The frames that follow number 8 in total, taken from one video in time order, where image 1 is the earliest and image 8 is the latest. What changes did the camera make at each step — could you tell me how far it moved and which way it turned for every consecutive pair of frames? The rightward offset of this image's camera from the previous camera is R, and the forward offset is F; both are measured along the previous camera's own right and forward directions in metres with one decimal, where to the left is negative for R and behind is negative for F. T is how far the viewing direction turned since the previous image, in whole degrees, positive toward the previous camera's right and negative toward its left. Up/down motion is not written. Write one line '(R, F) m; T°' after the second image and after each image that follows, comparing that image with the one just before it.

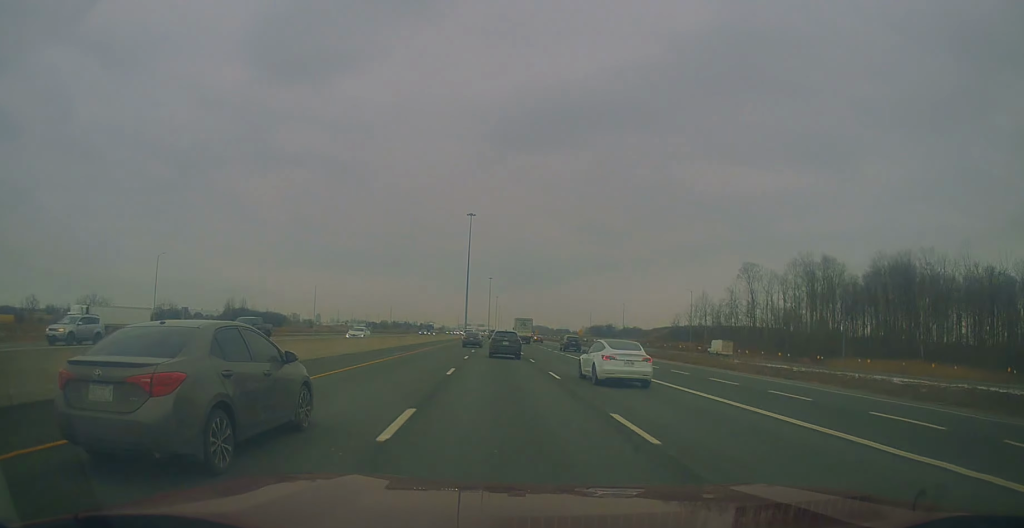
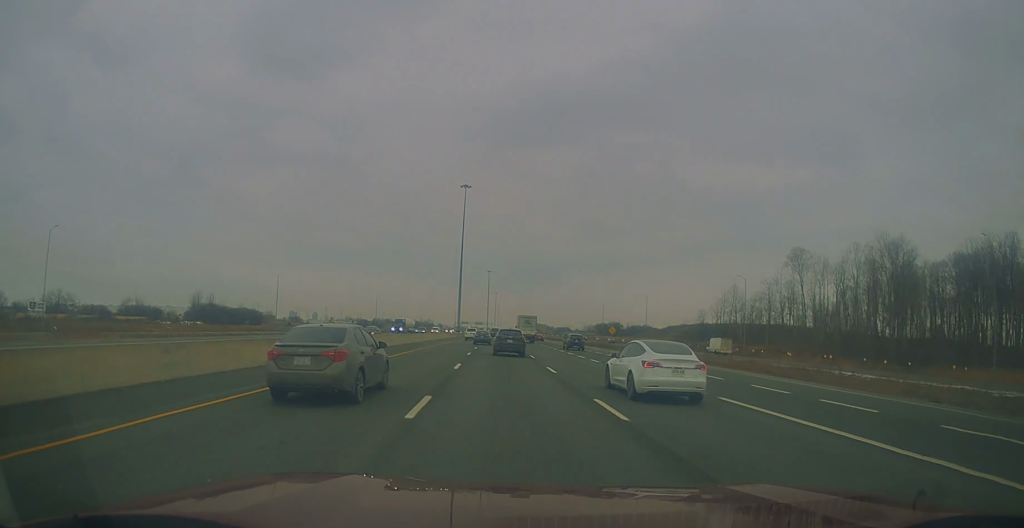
(+0.5, +33.3) m; +1°
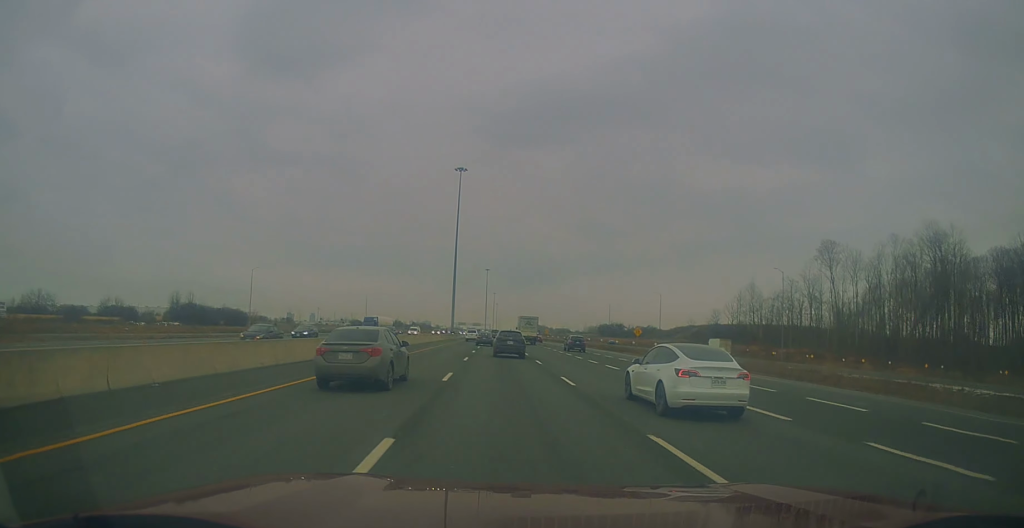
(-0.1, +16.7) m; +1°
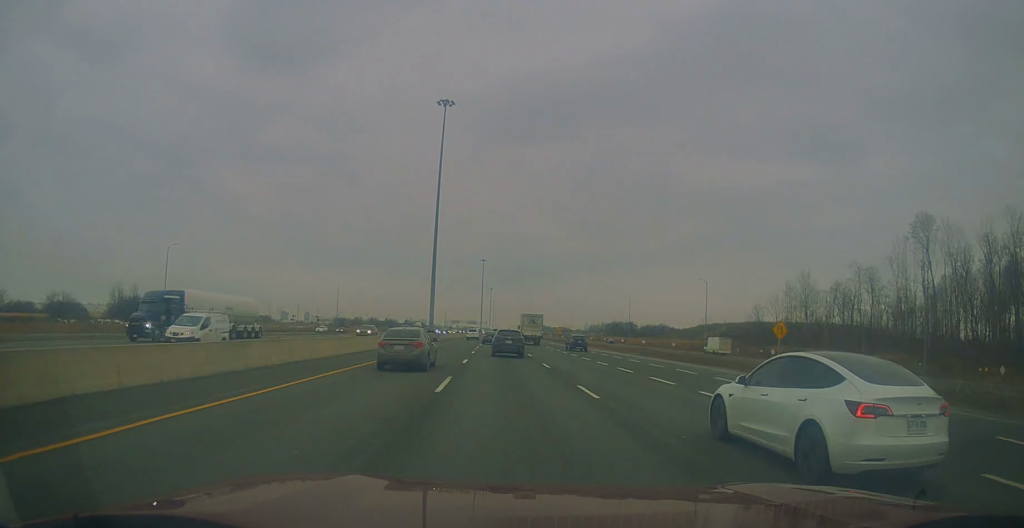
(+0.5, +38.7) m; +1°
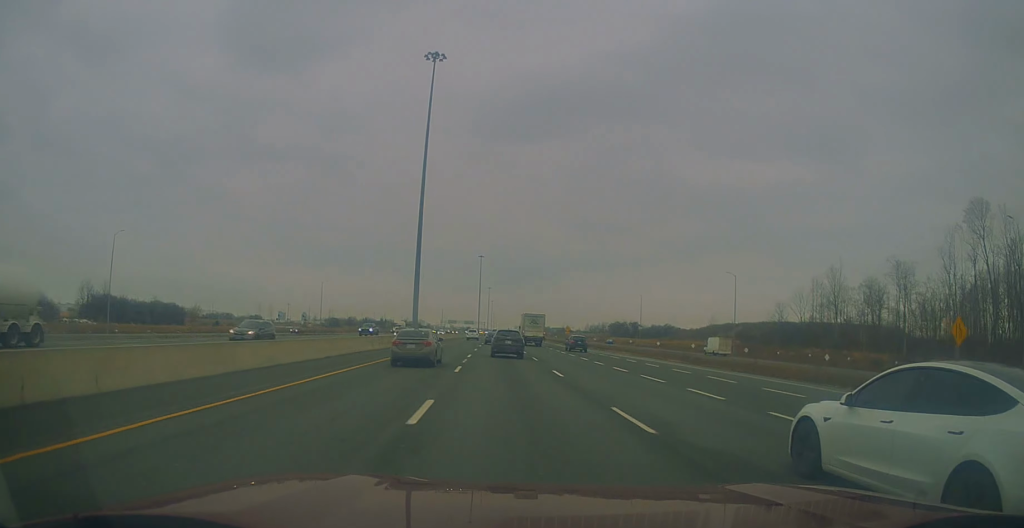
(+0.1, +16.9) m; 0°
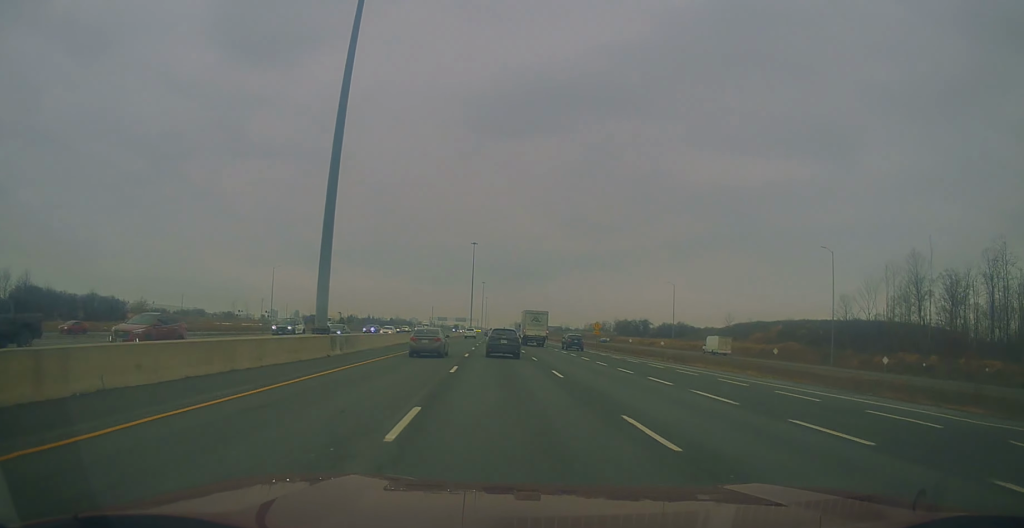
(-0.5, +36.8) m; -1°
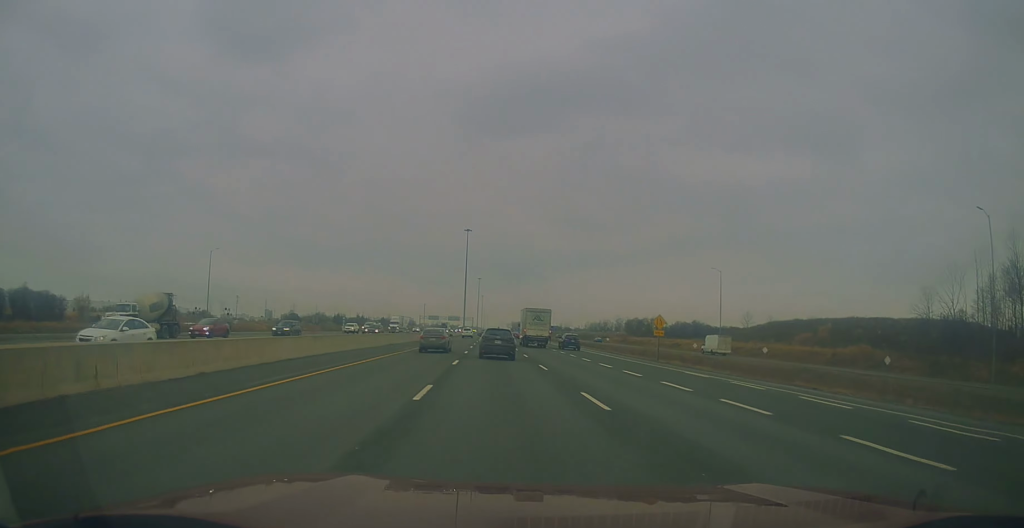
(0.0, +31.8) m; +1°
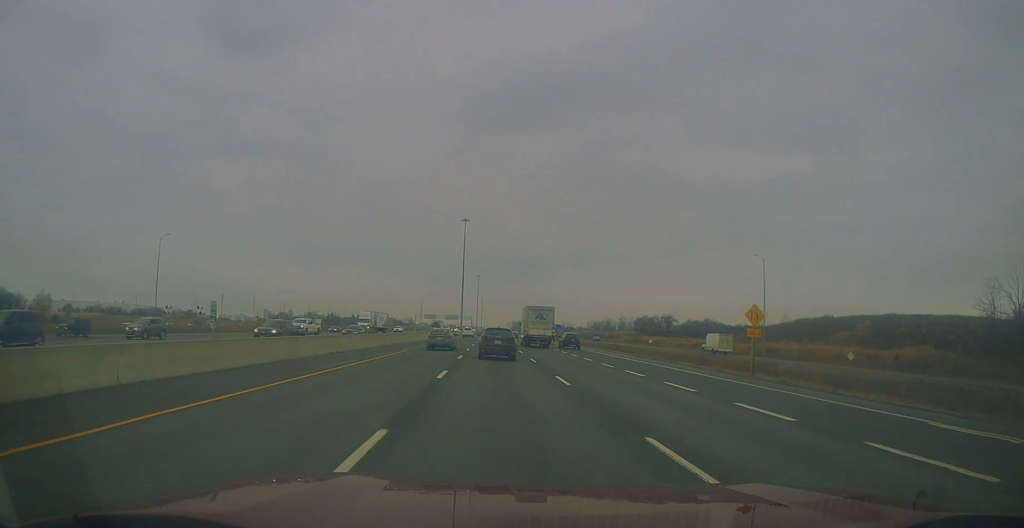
(0.0, +18.7) m; 0°
